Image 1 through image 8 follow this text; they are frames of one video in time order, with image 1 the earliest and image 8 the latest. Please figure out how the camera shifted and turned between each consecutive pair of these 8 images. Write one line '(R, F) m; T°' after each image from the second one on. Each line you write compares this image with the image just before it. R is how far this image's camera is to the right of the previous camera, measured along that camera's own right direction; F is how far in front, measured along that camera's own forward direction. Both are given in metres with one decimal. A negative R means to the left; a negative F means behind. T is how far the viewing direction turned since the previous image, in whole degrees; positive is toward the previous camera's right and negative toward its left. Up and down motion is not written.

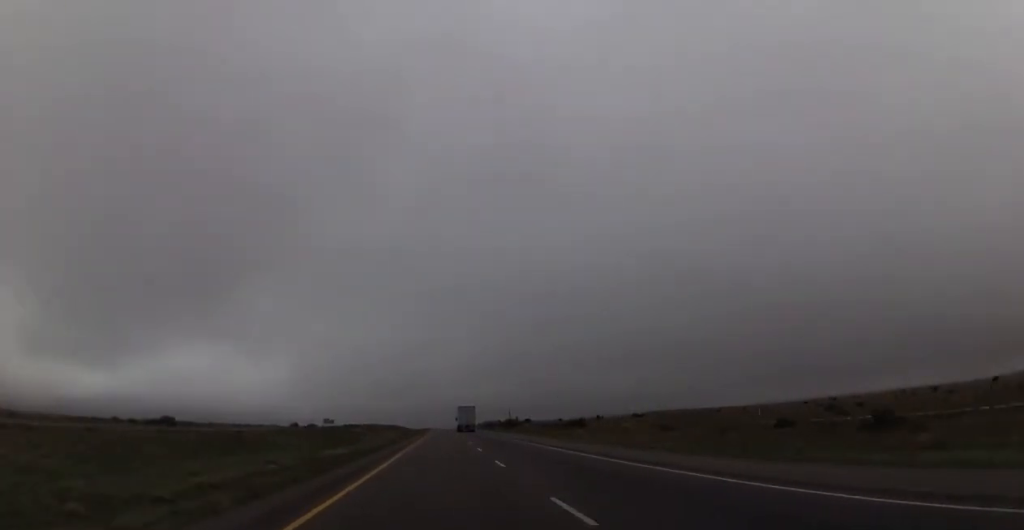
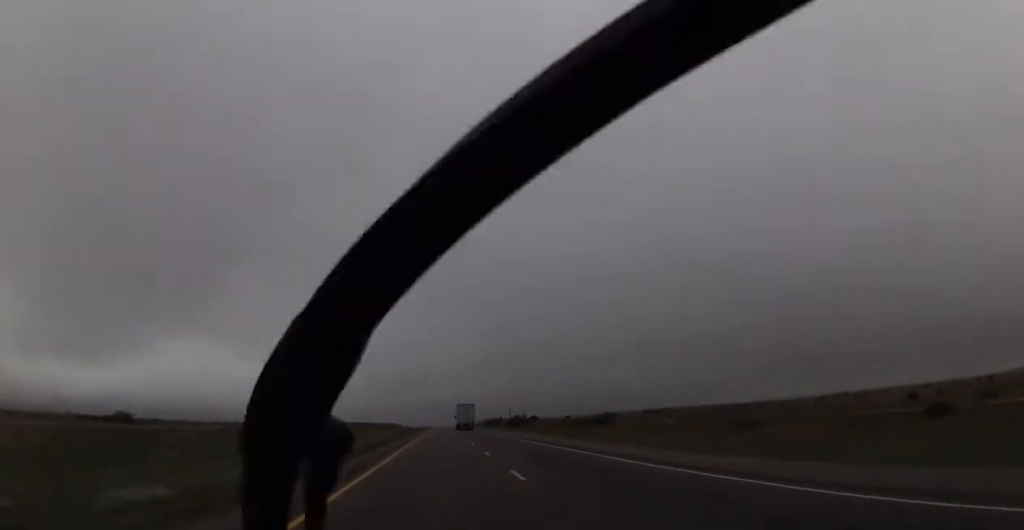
(+0.2, +17.9) m; 0°
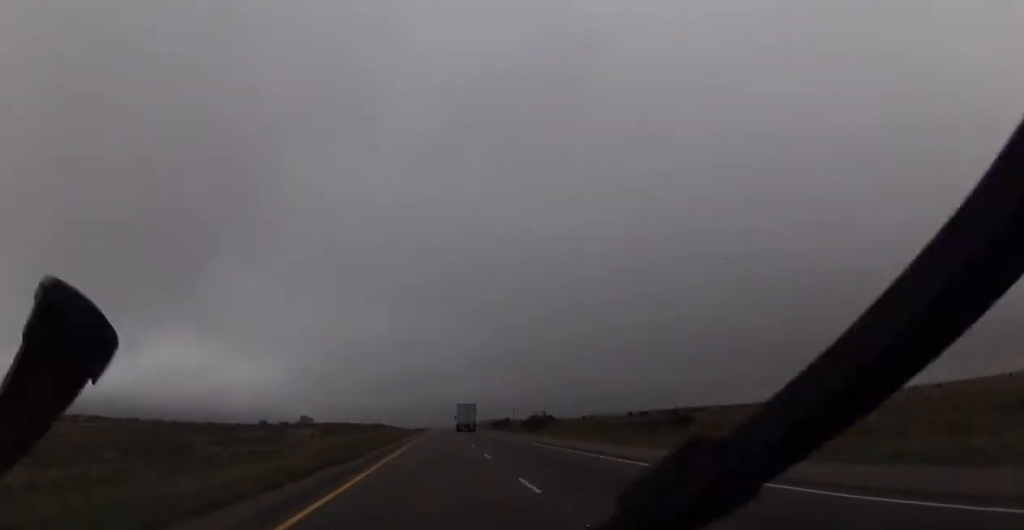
(+0.1, +26.8) m; 0°
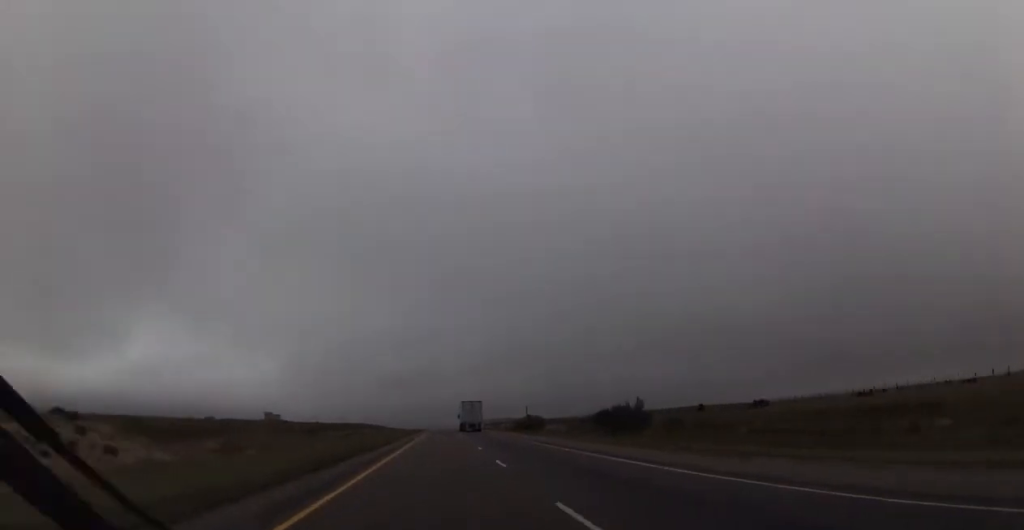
(-0.6, +53.5) m; -1°
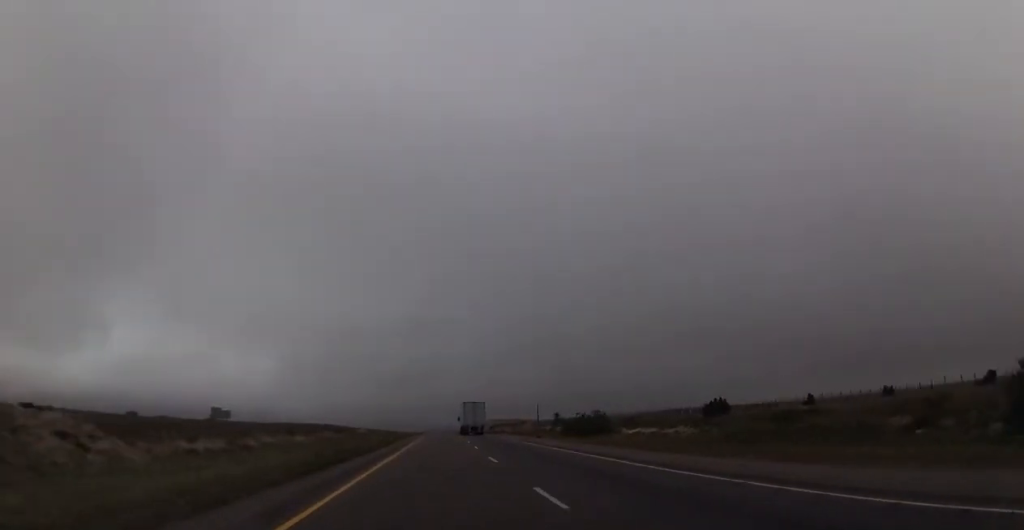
(+0.4, +45.9) m; +1°
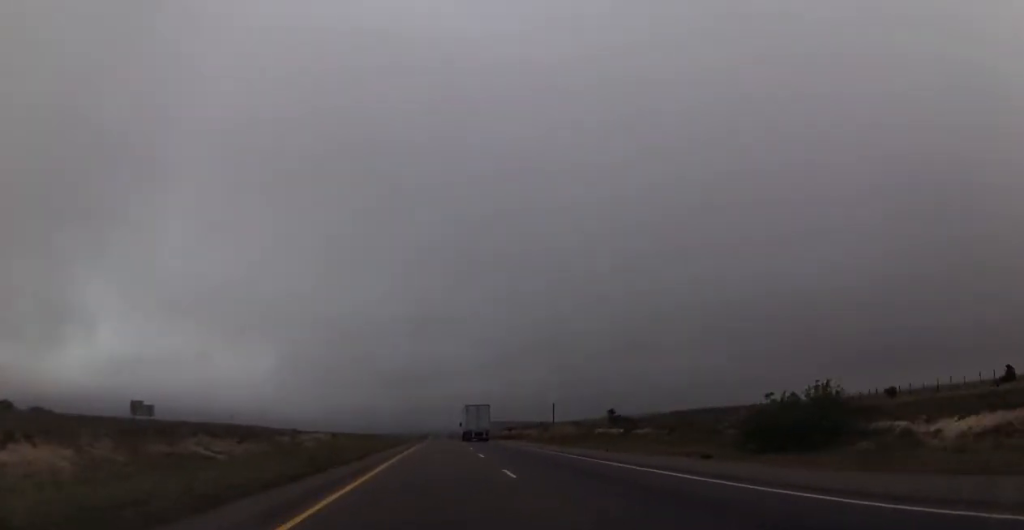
(+0.1, +41.8) m; -1°
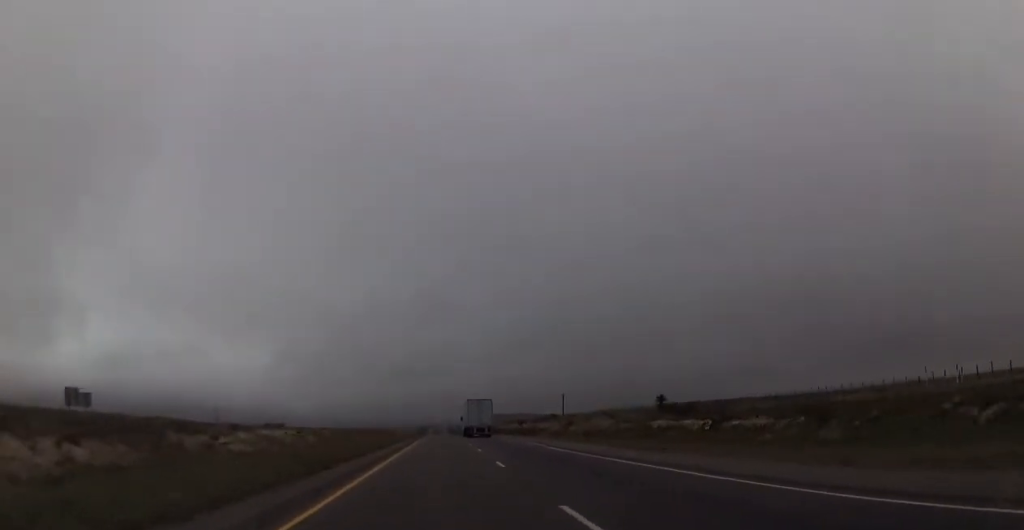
(-0.3, +21.6) m; 0°
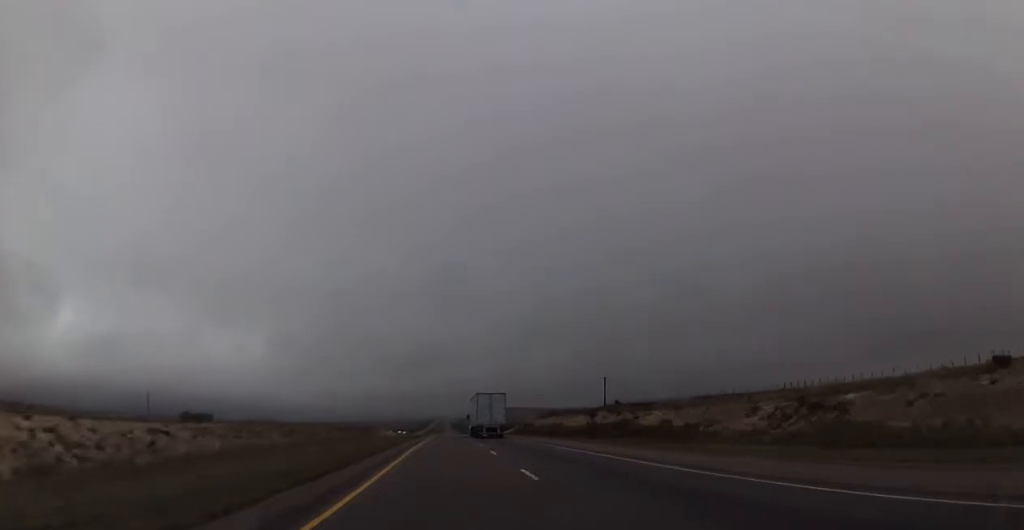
(+0.1, +65.0) m; 0°
